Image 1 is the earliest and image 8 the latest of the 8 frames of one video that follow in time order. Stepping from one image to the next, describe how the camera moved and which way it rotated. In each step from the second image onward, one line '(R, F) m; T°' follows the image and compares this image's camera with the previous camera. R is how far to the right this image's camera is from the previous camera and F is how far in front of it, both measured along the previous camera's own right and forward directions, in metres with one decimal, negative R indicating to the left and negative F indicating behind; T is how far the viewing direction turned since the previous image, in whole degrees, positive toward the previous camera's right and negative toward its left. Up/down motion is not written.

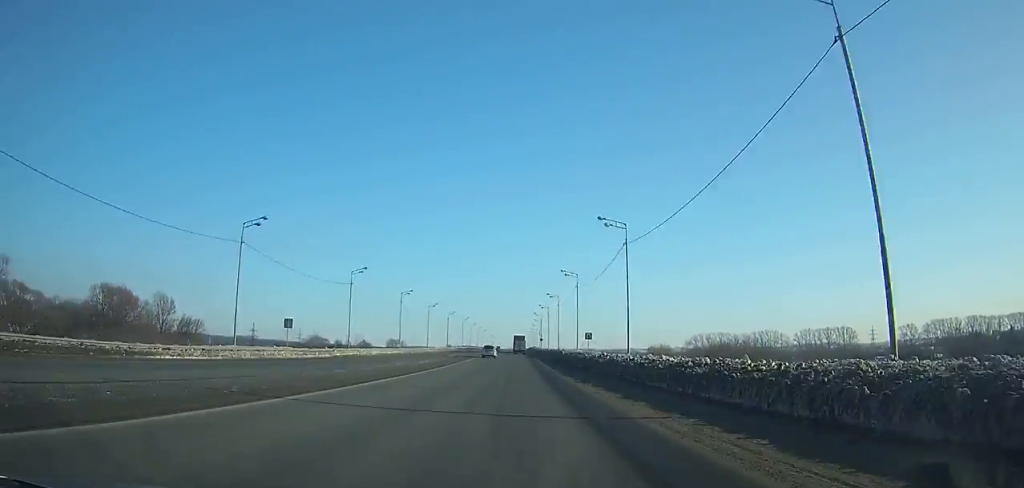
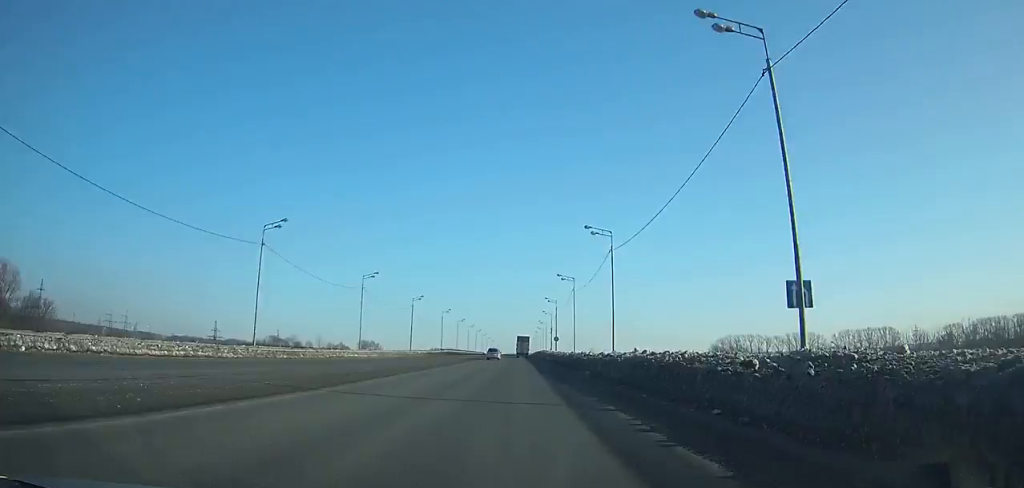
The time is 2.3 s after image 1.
(0.0, +58.5) m; 0°
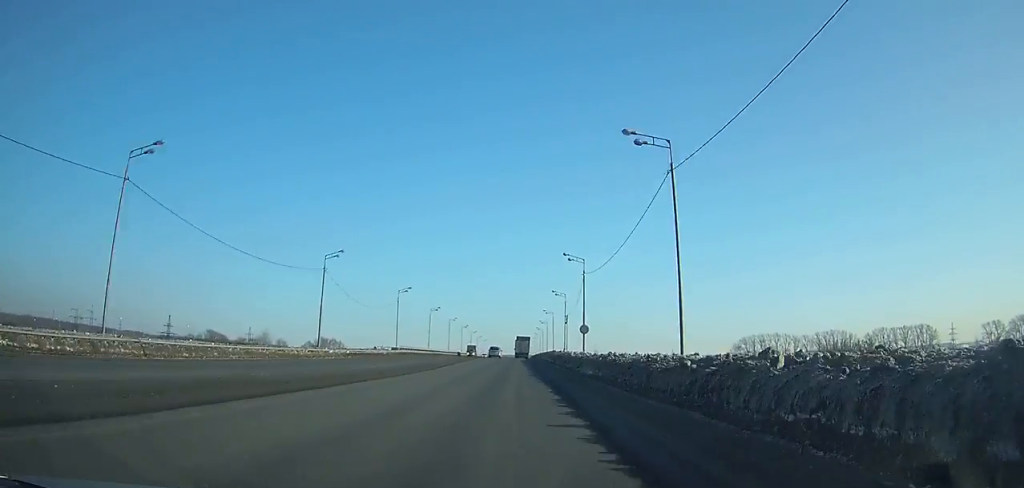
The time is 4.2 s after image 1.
(0.0, +48.4) m; 0°
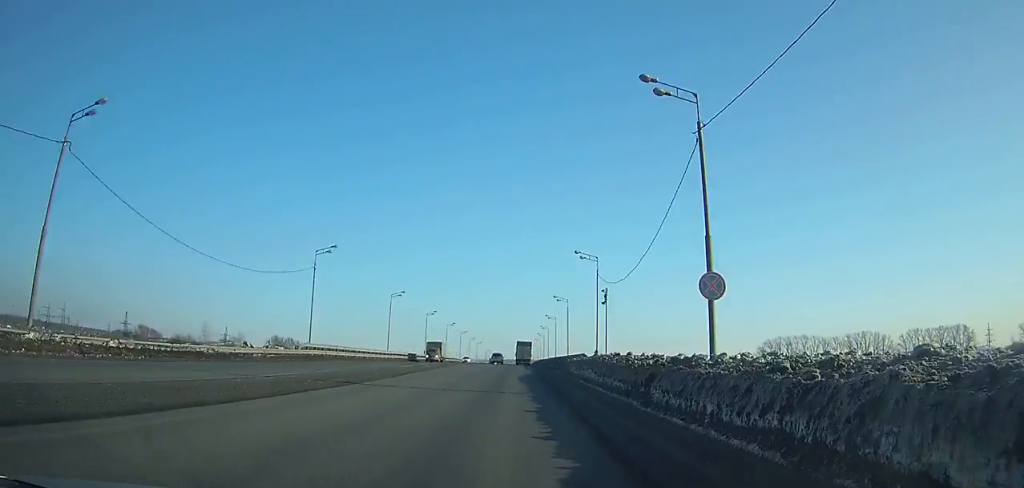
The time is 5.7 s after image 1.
(-0.1, +38.0) m; 0°
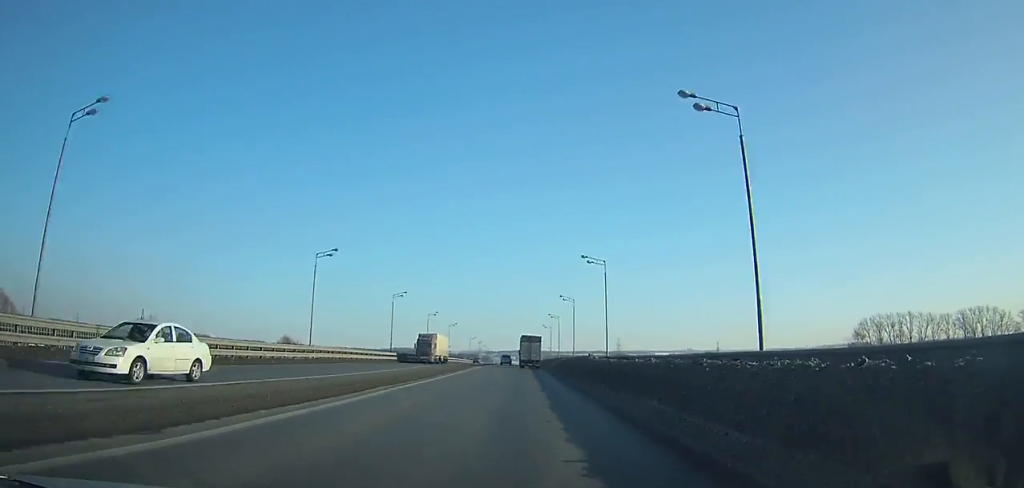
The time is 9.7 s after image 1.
(+0.2, +100.1) m; 0°
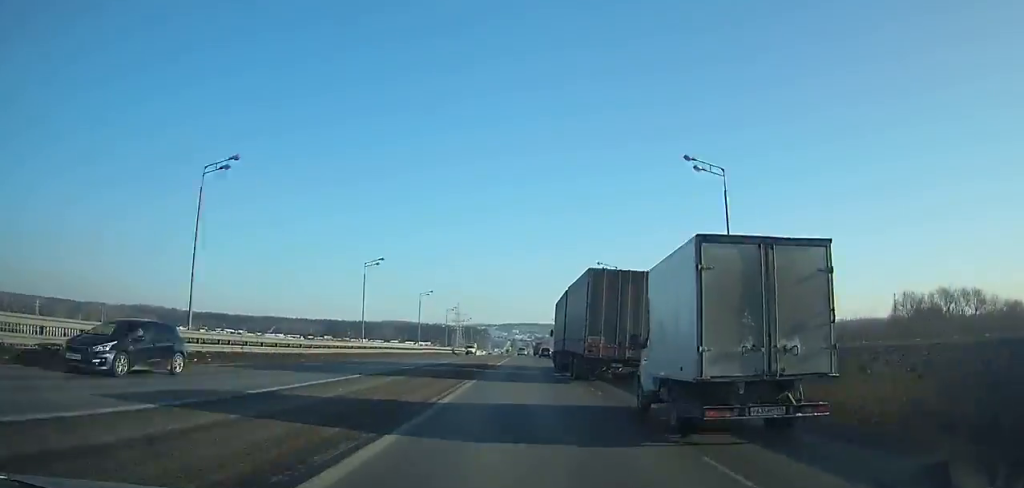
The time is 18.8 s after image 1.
(-0.8, +219.0) m; 0°
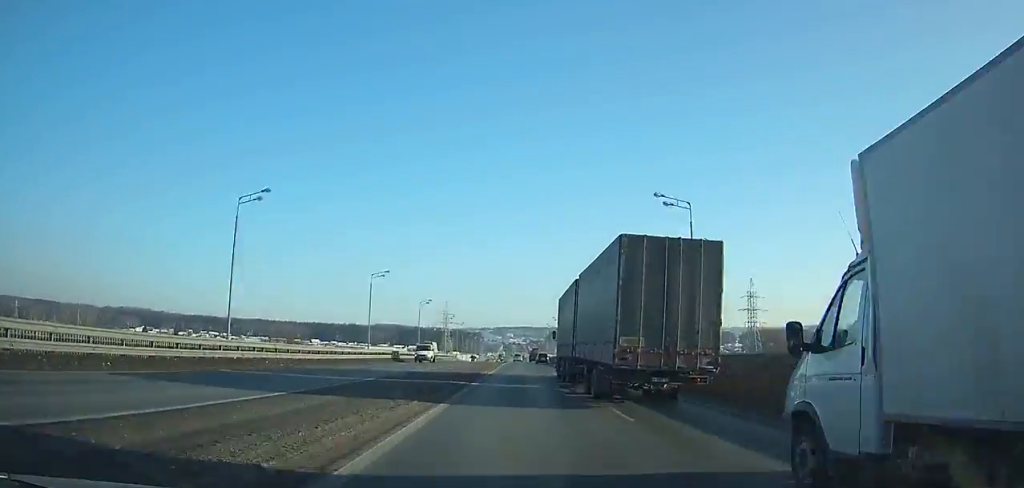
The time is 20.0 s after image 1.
(+0.2, +27.5) m; 0°
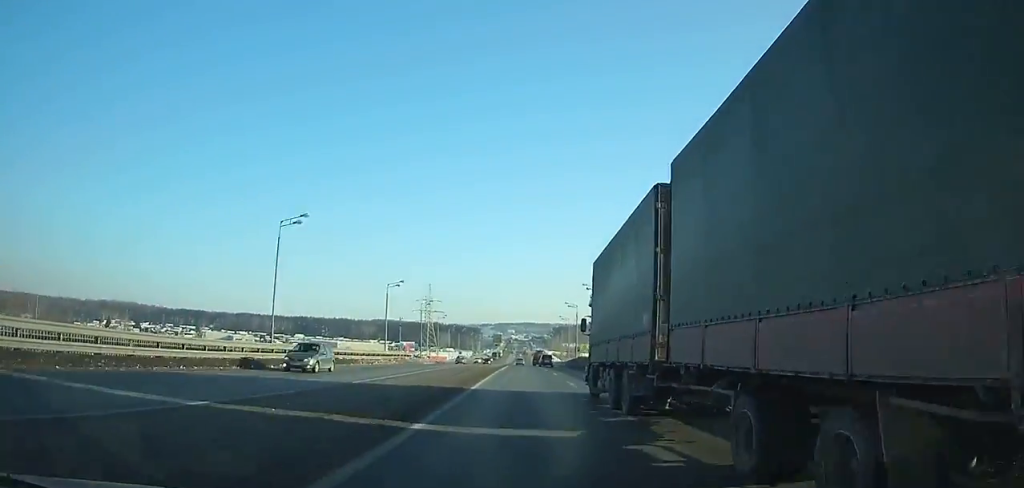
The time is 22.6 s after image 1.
(+0.3, +59.2) m; 0°
